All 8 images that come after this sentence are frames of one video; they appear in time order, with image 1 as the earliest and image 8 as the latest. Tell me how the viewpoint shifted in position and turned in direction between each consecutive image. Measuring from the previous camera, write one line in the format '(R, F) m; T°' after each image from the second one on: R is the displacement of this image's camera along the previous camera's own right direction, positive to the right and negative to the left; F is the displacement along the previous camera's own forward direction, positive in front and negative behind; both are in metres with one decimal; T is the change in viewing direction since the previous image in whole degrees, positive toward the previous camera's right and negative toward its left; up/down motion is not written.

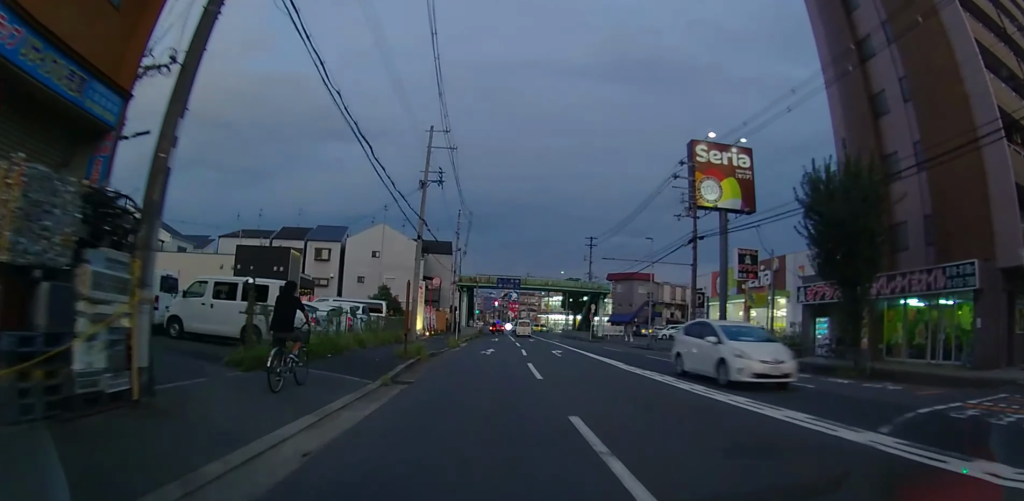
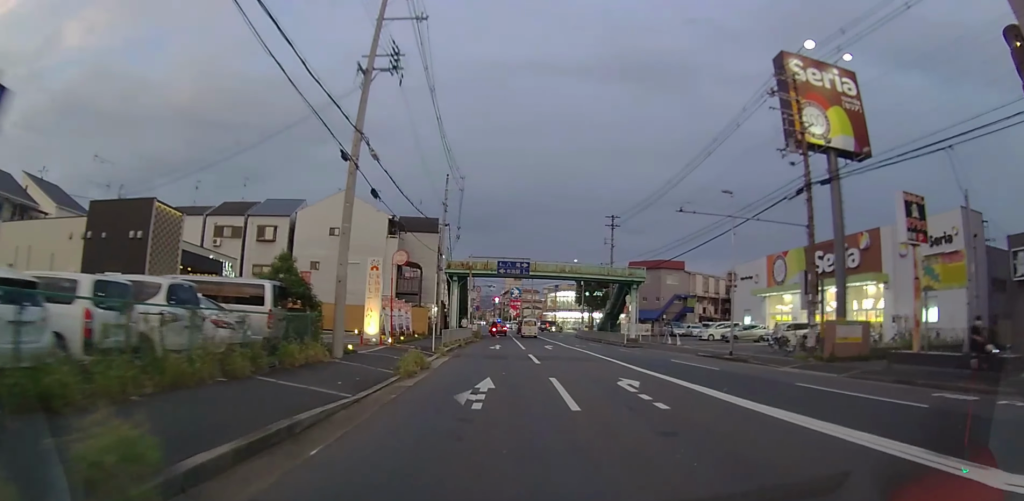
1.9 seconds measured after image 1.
(+0.1, +14.4) m; +1°
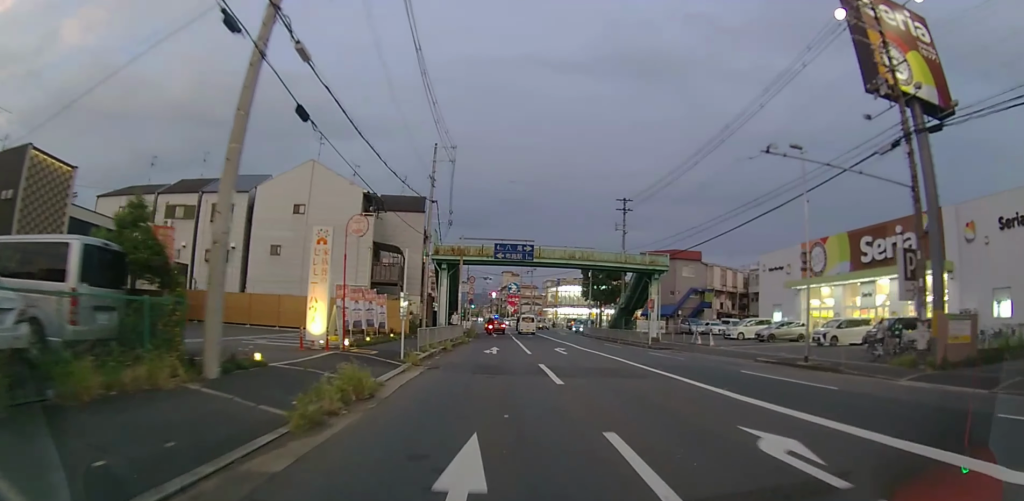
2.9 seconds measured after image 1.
(0.0, +7.3) m; +1°
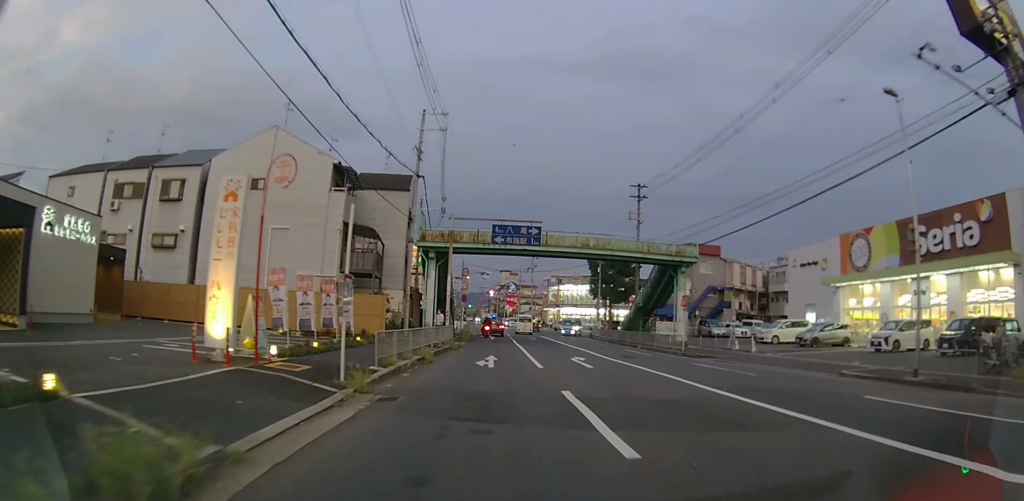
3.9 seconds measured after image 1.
(+0.2, +6.3) m; 0°
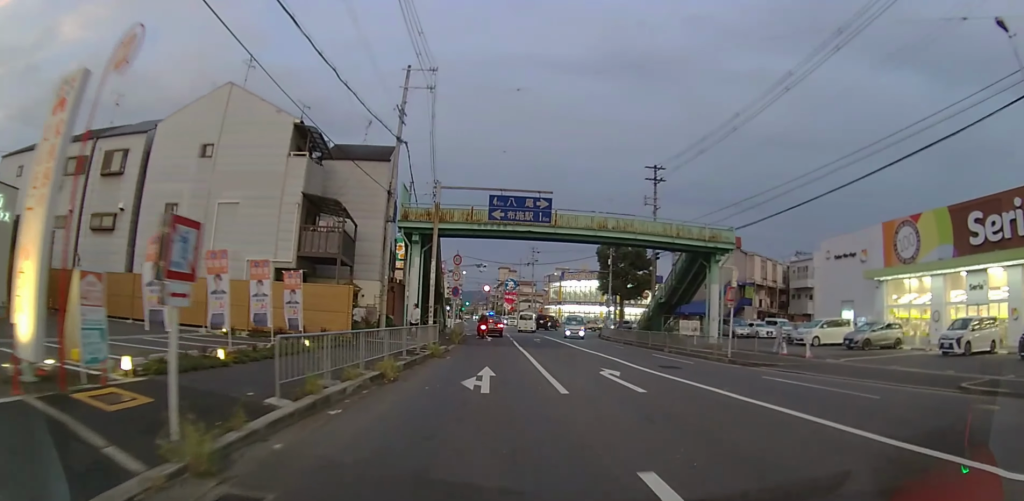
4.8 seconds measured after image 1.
(-0.2, +5.4) m; +1°
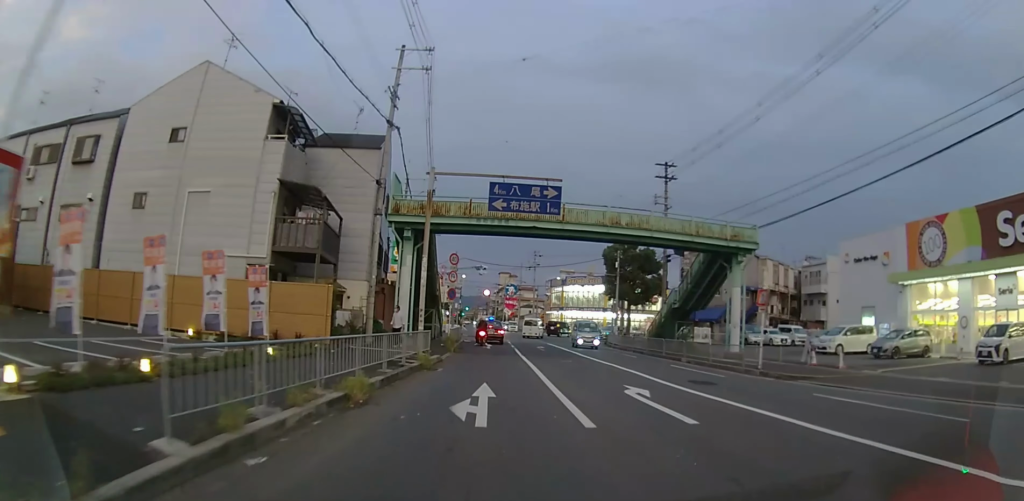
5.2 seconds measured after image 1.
(+0.1, +2.4) m; 0°
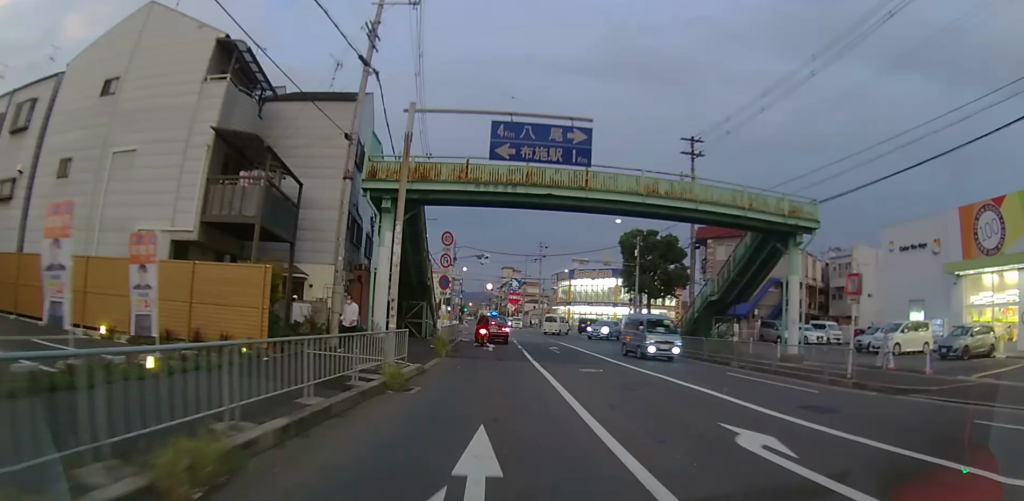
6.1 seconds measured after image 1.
(+0.1, +4.8) m; -2°
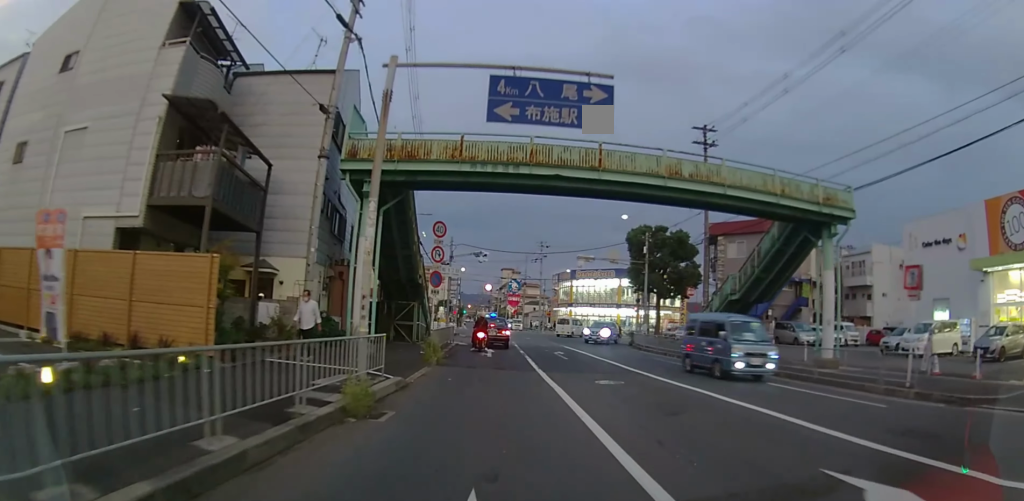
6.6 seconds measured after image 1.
(-0.2, +2.5) m; -2°
